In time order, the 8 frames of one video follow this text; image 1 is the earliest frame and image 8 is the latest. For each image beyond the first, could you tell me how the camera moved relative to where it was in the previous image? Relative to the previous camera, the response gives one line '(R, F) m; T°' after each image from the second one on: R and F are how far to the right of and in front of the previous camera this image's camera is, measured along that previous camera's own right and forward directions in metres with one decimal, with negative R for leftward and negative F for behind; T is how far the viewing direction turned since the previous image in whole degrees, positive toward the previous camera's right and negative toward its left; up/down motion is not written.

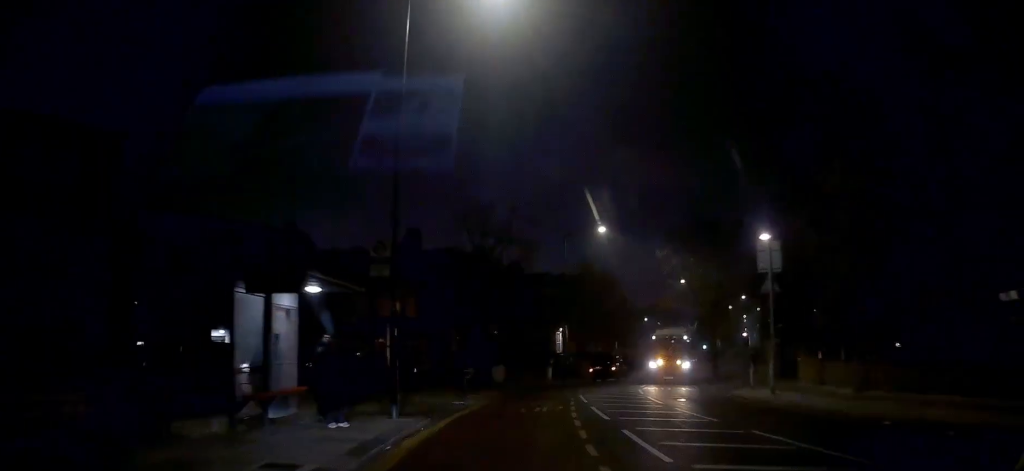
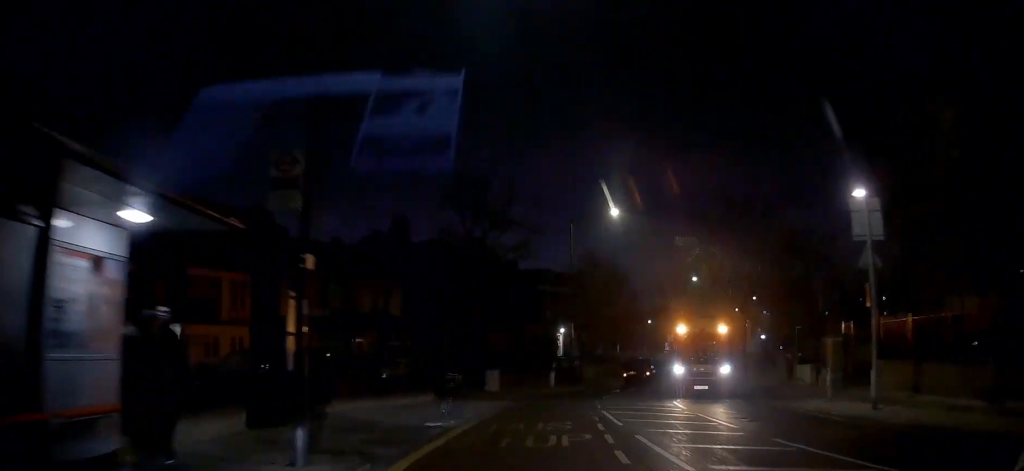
(-0.1, +5.1) m; -1°
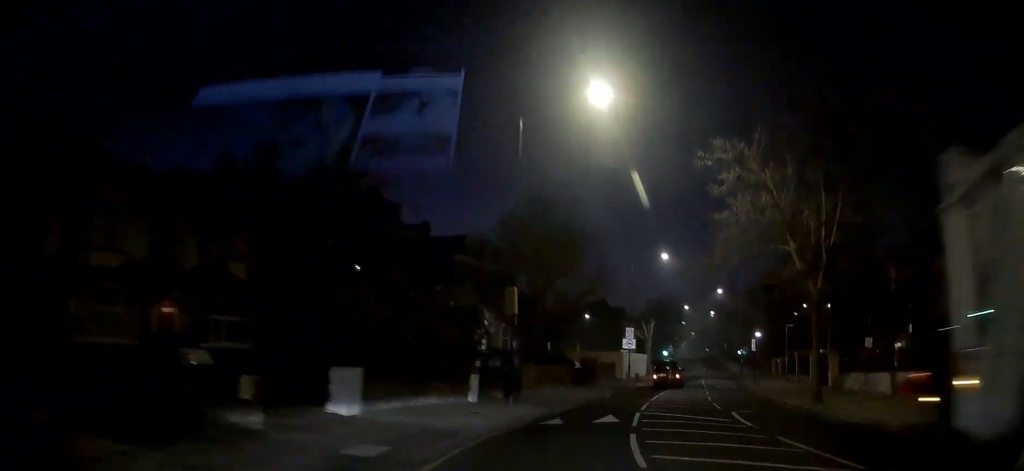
(+0.1, +16.3) m; +4°
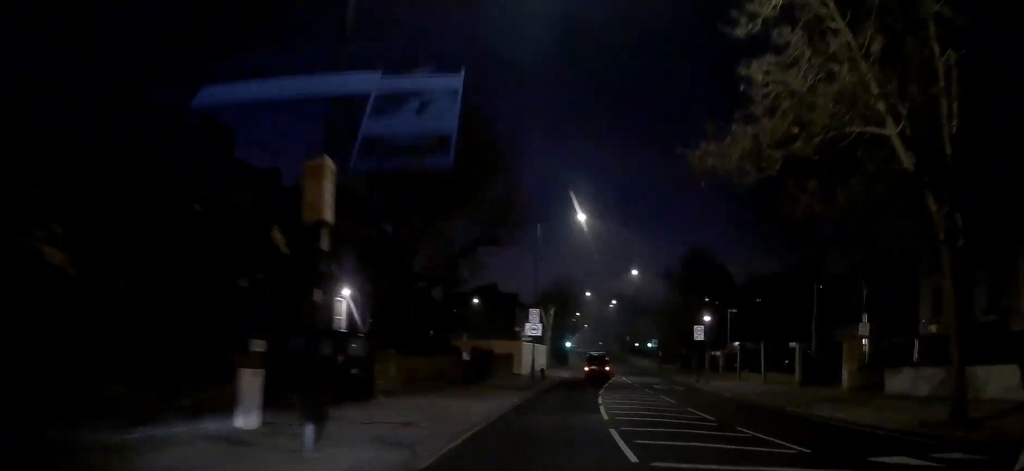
(+1.2, +12.3) m; +10°
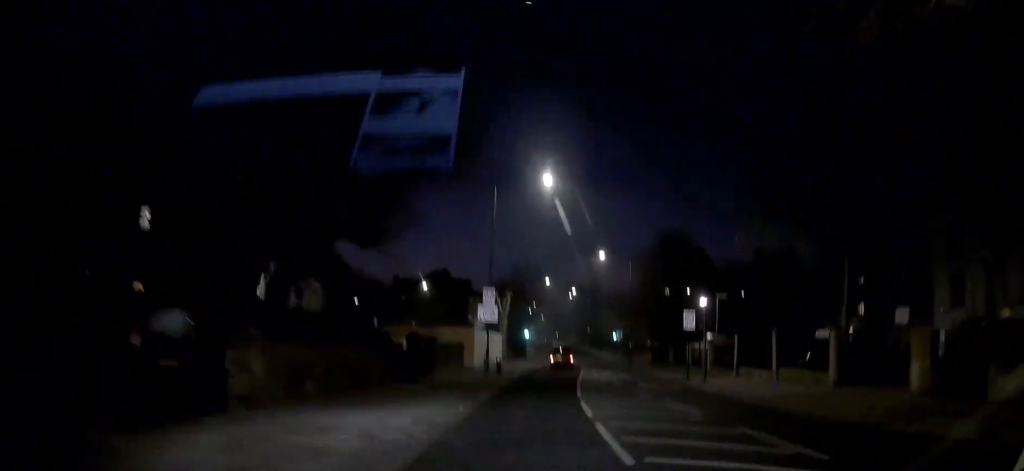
(+0.3, +7.3) m; +5°
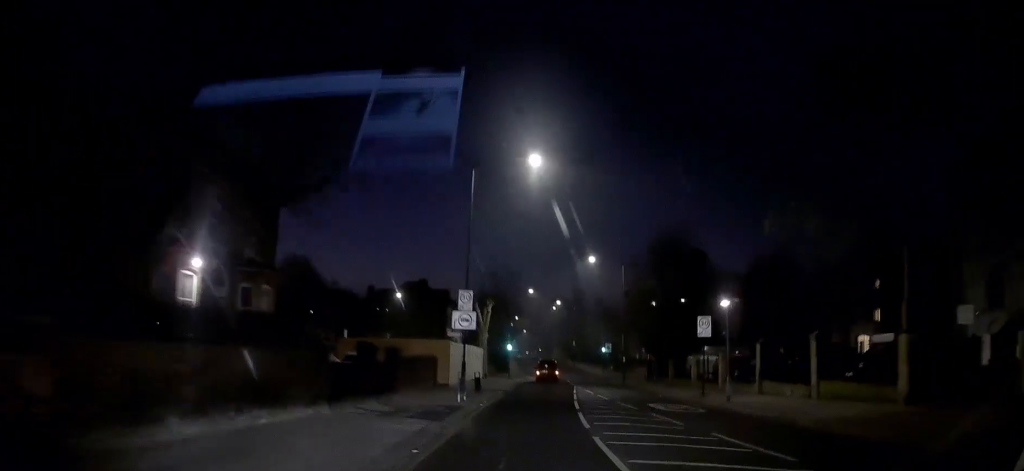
(+0.1, +5.4) m; +3°
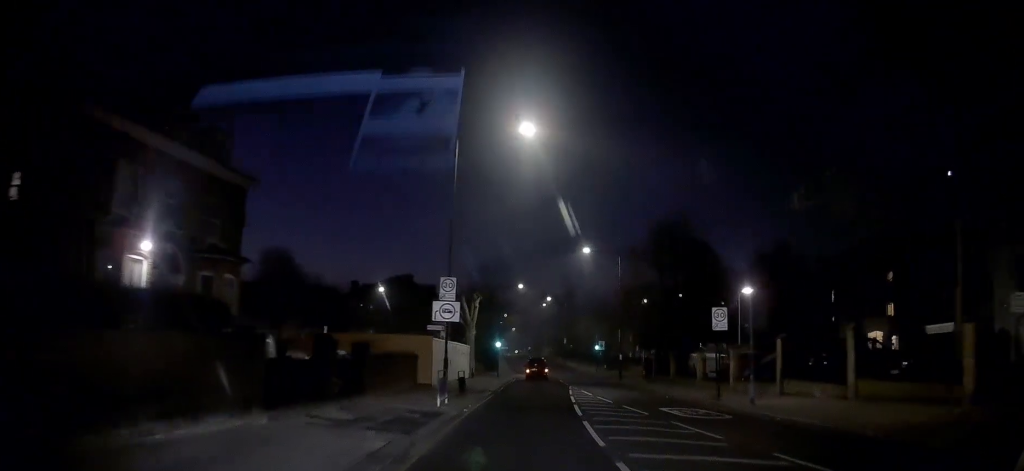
(+0.1, +3.4) m; +2°
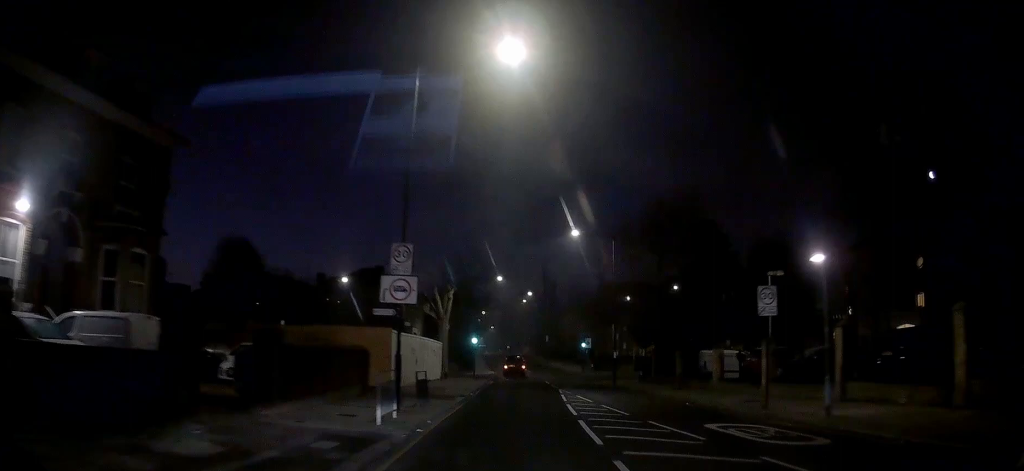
(+0.2, +6.3) m; +4°
